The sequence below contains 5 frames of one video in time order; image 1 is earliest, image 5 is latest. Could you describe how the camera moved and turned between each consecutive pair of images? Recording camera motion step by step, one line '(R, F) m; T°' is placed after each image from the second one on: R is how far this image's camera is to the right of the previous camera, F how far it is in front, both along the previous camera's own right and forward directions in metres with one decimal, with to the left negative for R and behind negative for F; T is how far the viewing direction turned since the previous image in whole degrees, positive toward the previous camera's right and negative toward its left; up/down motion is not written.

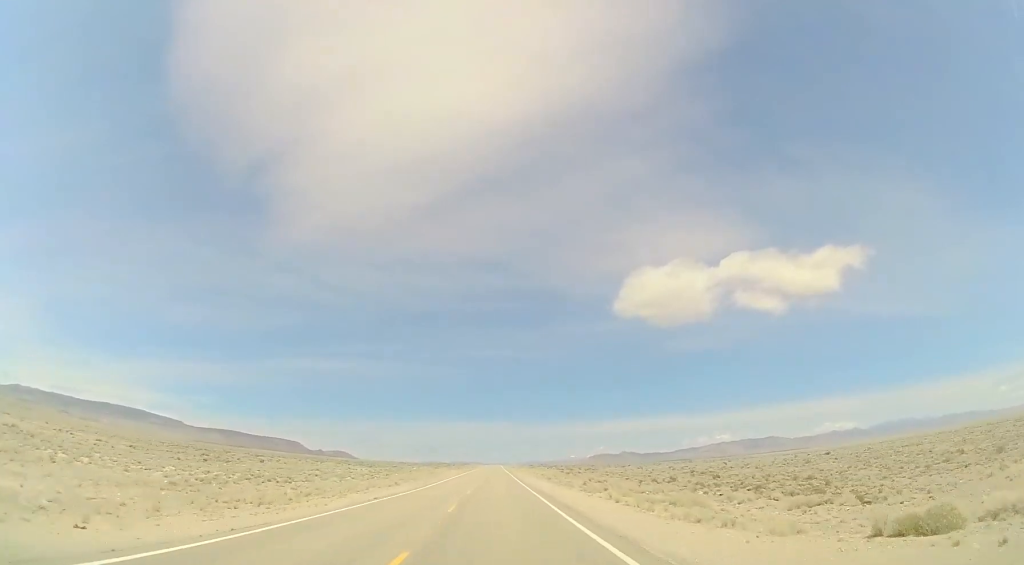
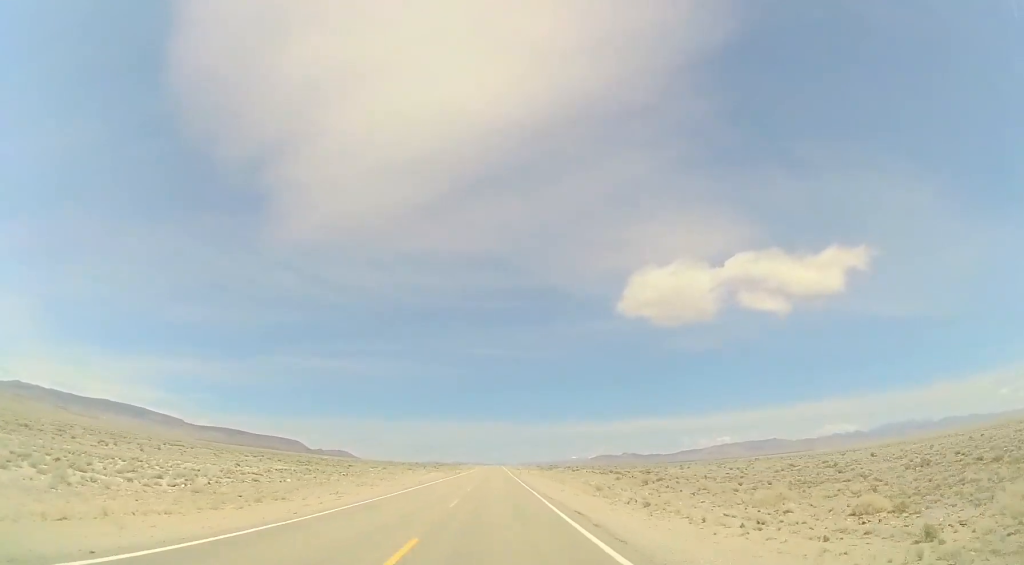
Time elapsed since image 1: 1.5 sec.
(+0.1, +46.8) m; 0°
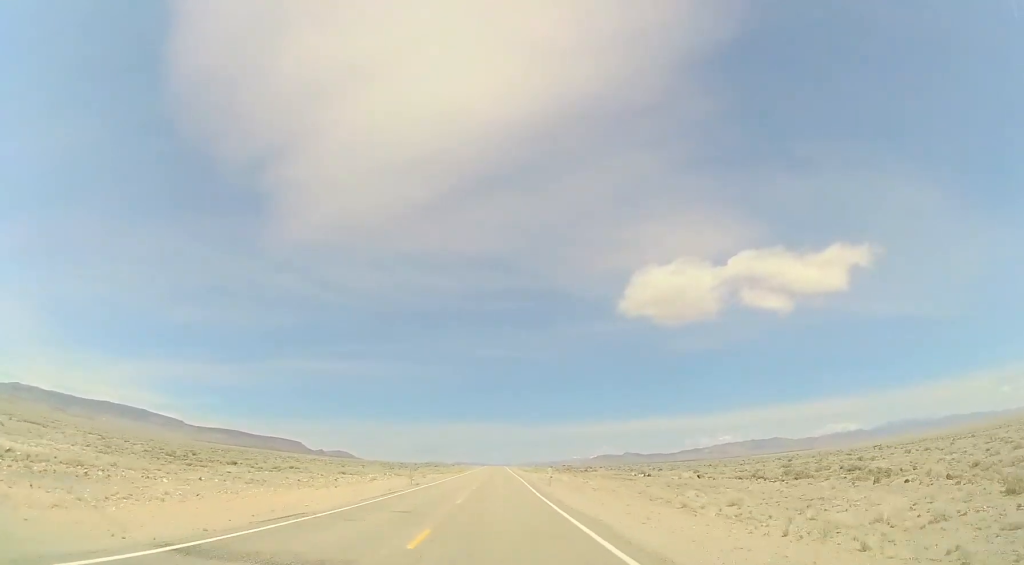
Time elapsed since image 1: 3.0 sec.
(0.0, +47.0) m; 0°
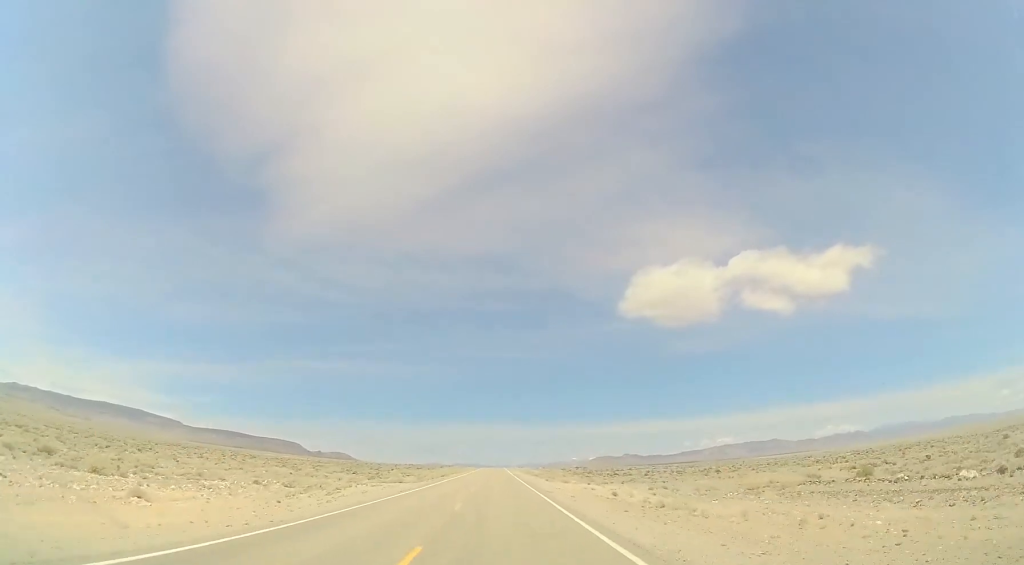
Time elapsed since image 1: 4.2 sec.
(-0.2, +39.4) m; +1°
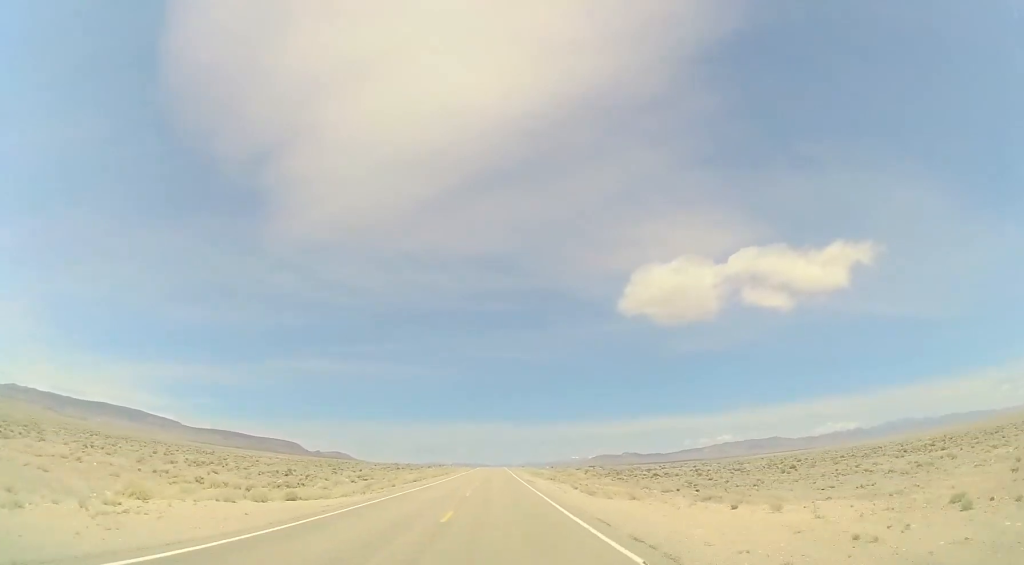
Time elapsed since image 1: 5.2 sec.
(+0.3, +28.9) m; +1°
